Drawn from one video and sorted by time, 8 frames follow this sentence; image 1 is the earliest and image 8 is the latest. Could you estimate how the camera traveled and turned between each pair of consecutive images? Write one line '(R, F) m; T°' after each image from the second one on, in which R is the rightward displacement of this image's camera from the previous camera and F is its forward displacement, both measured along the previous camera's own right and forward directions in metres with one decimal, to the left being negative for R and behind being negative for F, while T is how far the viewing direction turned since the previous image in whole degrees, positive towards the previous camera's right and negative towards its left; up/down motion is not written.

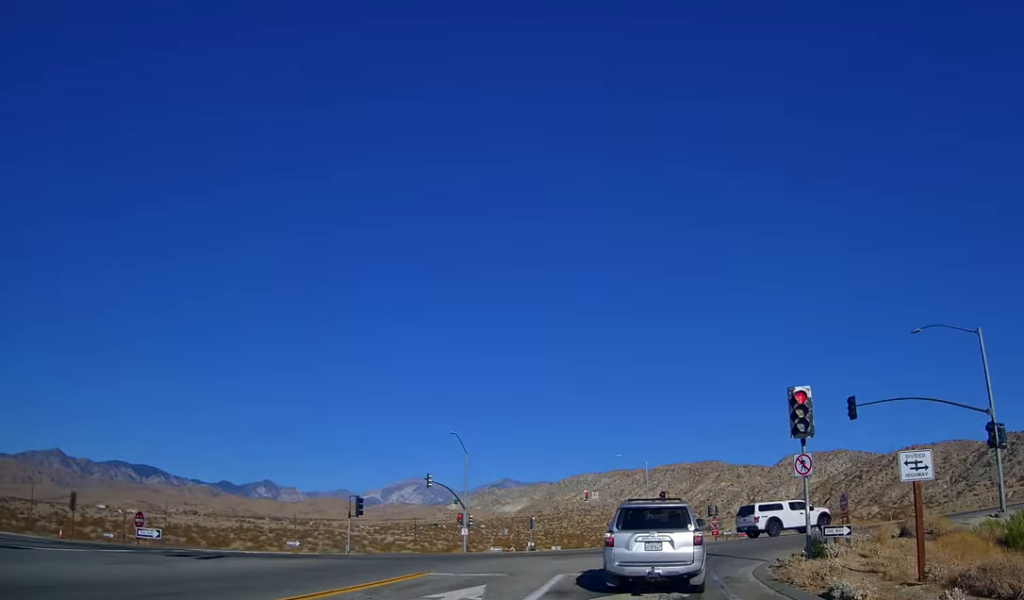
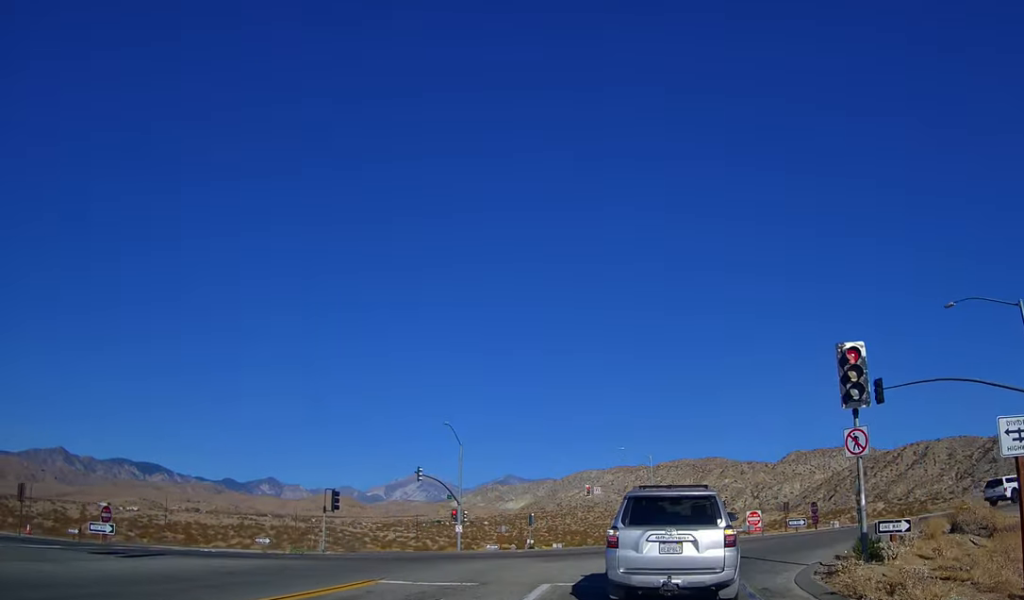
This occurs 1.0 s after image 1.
(+0.1, +8.6) m; -1°
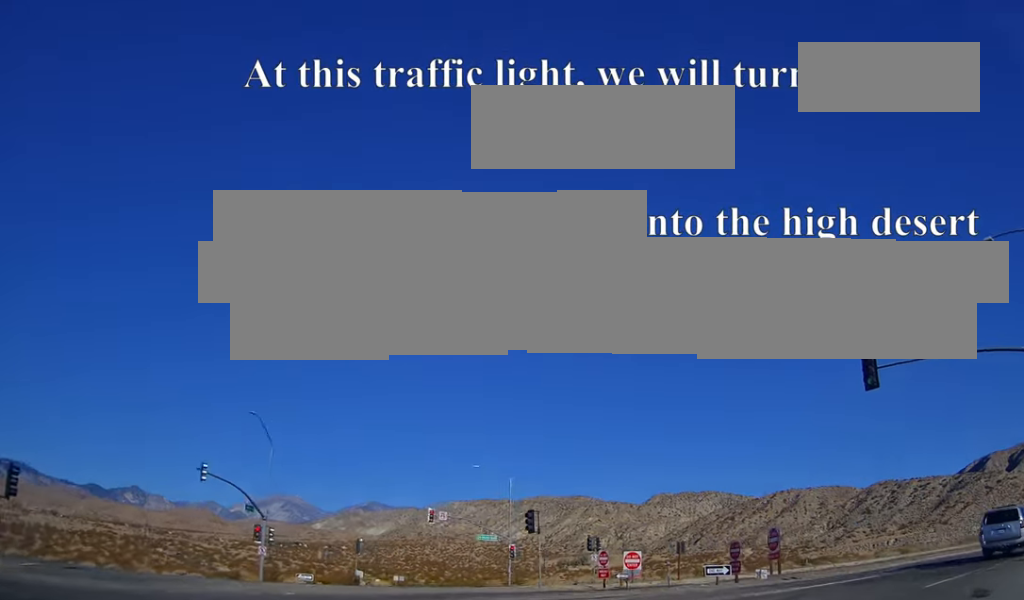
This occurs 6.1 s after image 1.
(+0.3, +27.4) m; +13°
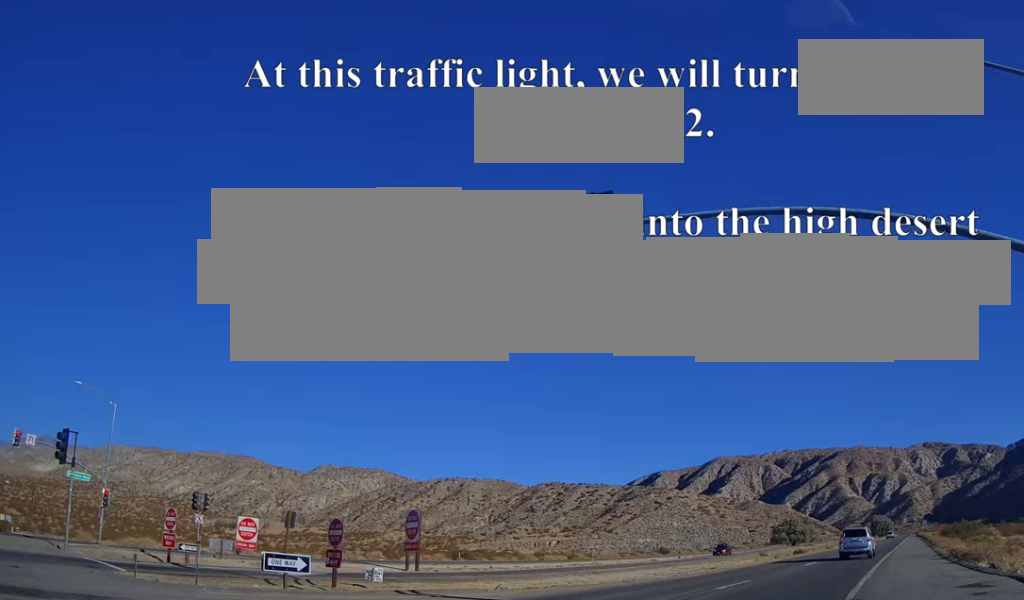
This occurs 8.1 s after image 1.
(+1.6, +9.5) m; +21°
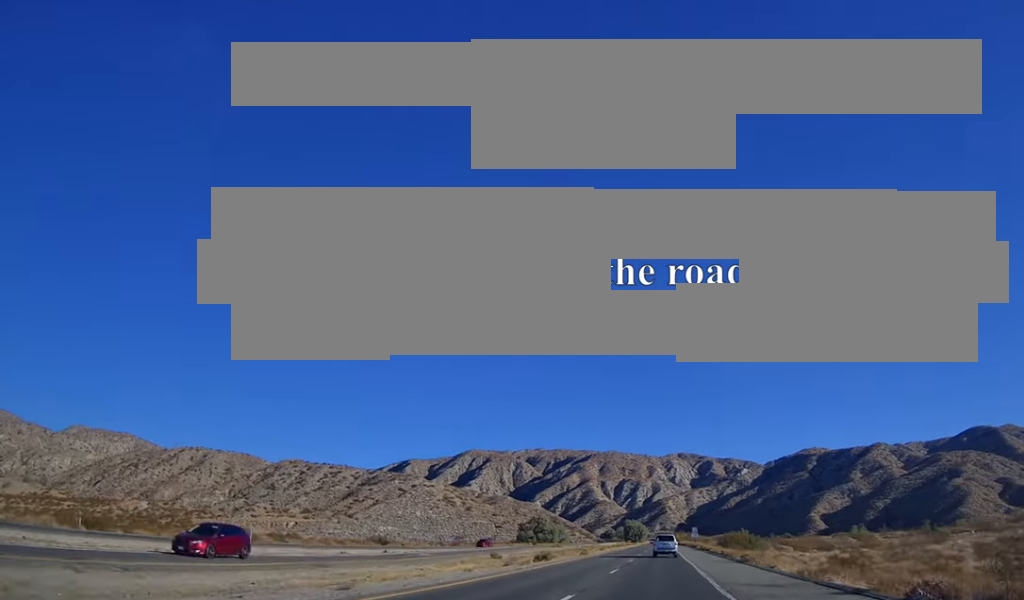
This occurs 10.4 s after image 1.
(+3.5, +15.7) m; +18°
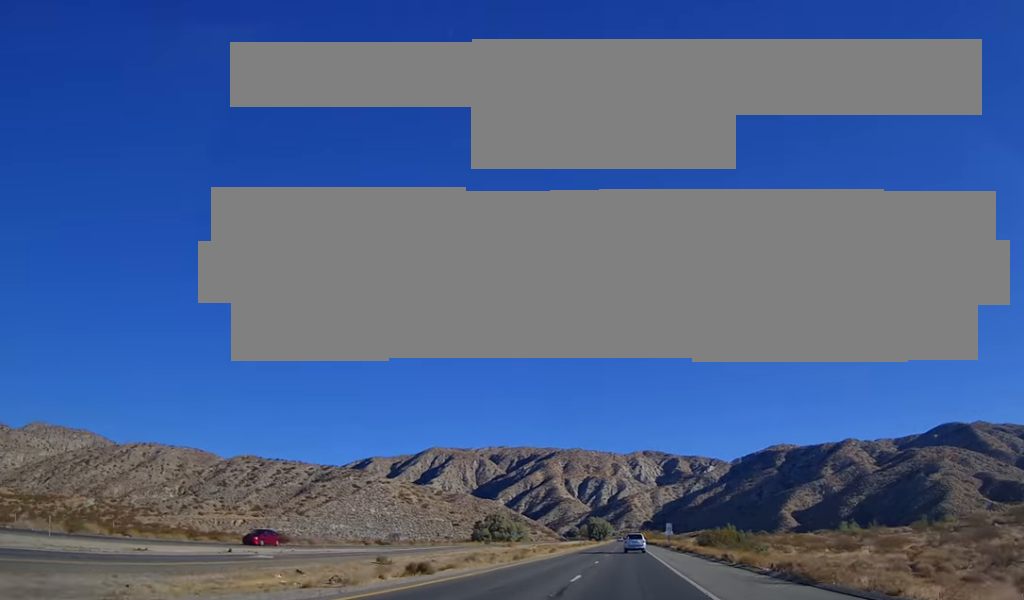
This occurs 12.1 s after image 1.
(+1.2, +16.7) m; +6°
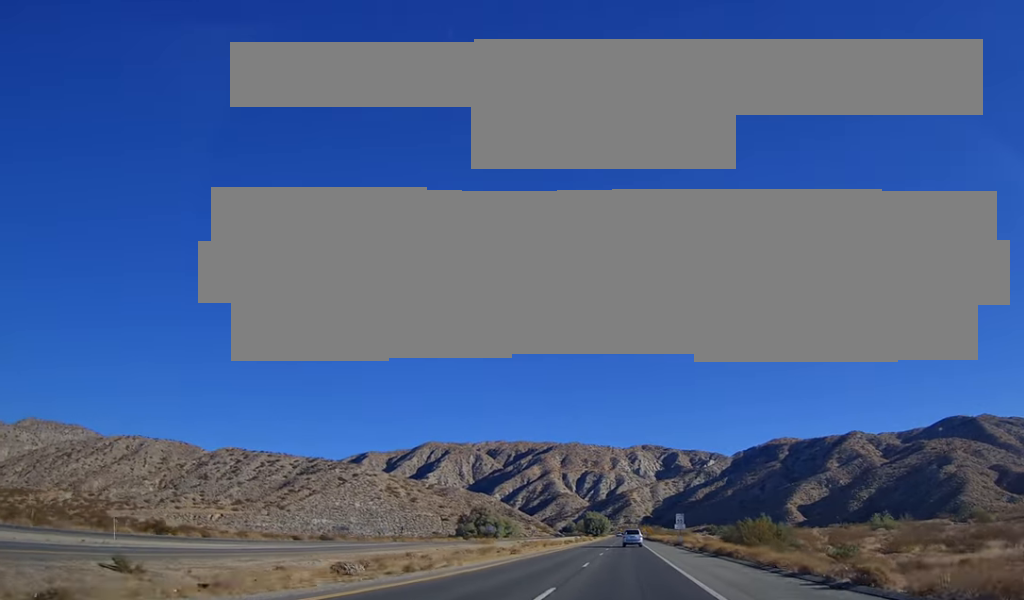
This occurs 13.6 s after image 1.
(-0.1, +18.9) m; +4°
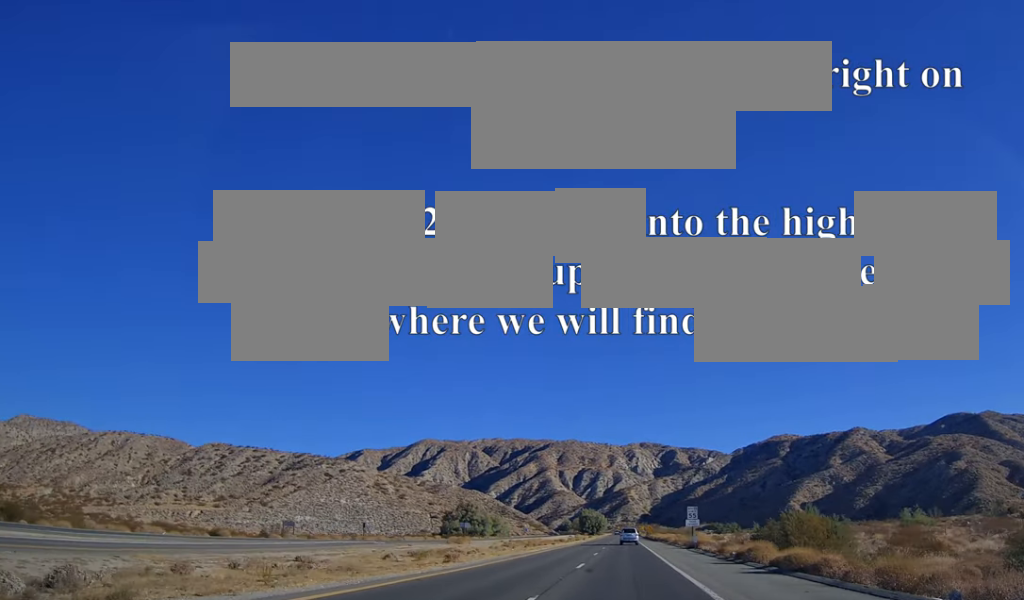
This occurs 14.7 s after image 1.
(+1.0, +16.7) m; +1°
